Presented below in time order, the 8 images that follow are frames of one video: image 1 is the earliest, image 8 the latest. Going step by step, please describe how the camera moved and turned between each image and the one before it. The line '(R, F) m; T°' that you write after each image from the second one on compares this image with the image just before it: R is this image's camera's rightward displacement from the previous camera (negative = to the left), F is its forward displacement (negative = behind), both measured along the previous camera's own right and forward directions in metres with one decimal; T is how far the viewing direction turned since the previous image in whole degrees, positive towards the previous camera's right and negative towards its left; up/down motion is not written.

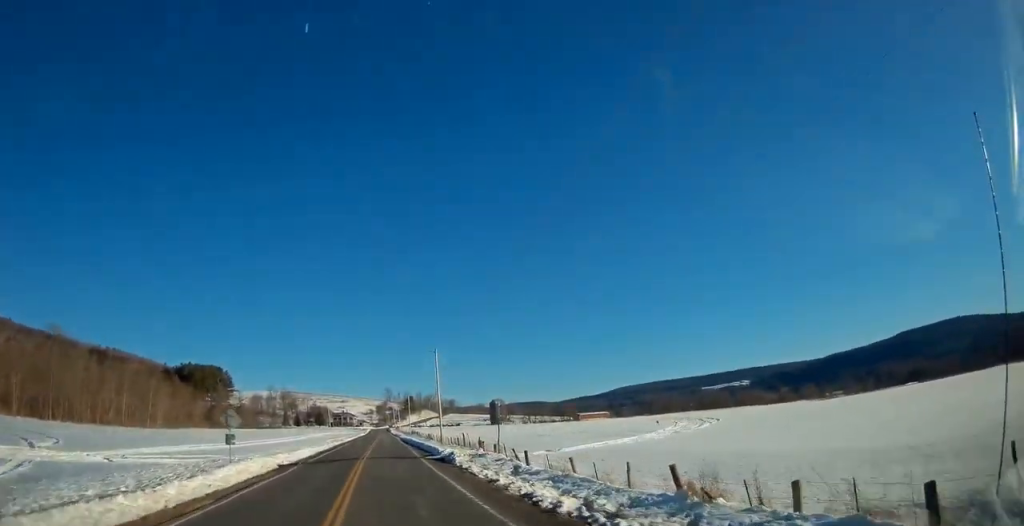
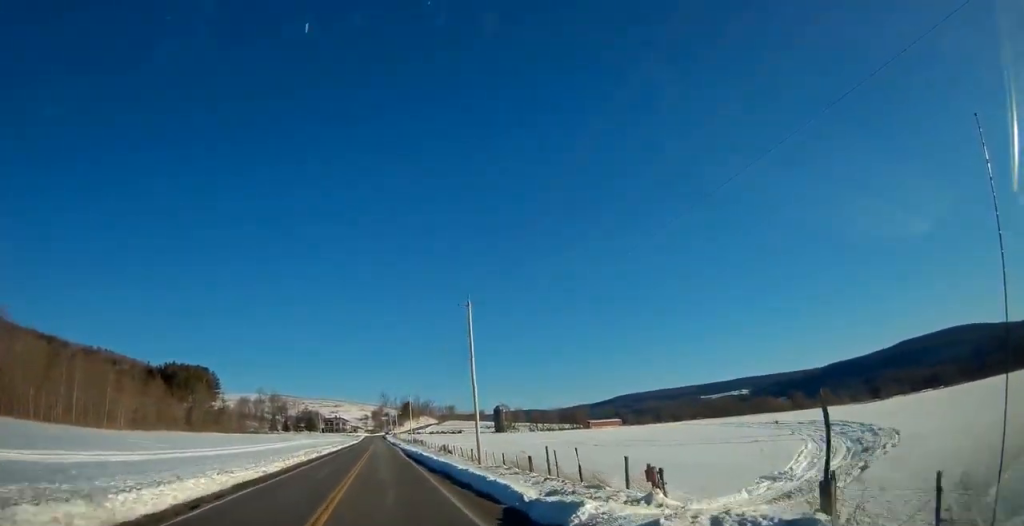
(+0.6, +25.2) m; +2°
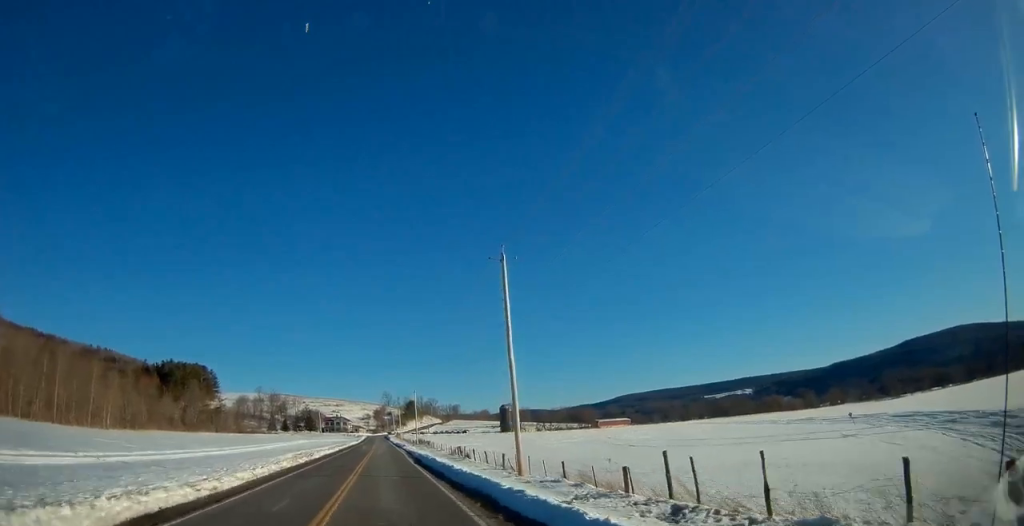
(+0.1, +9.5) m; 0°
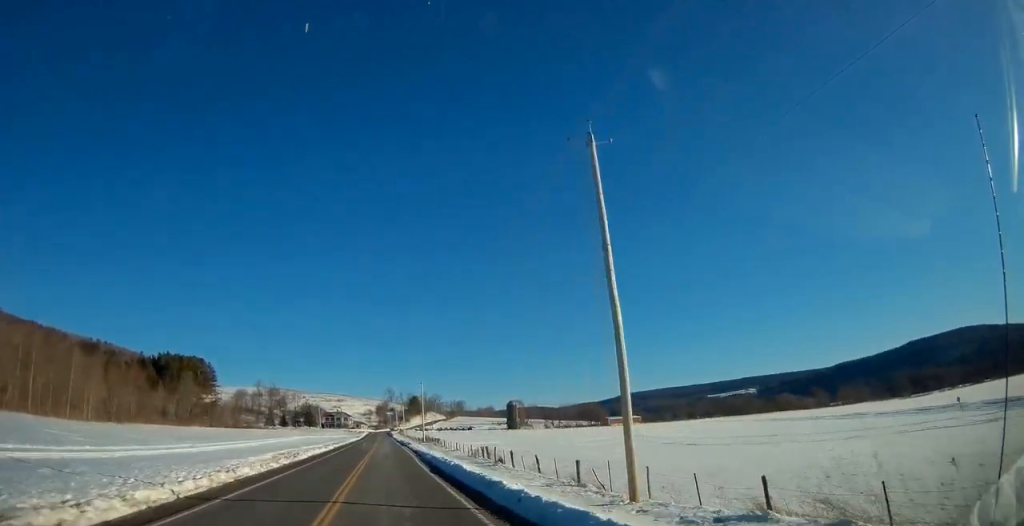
(+0.1, +11.1) m; 0°
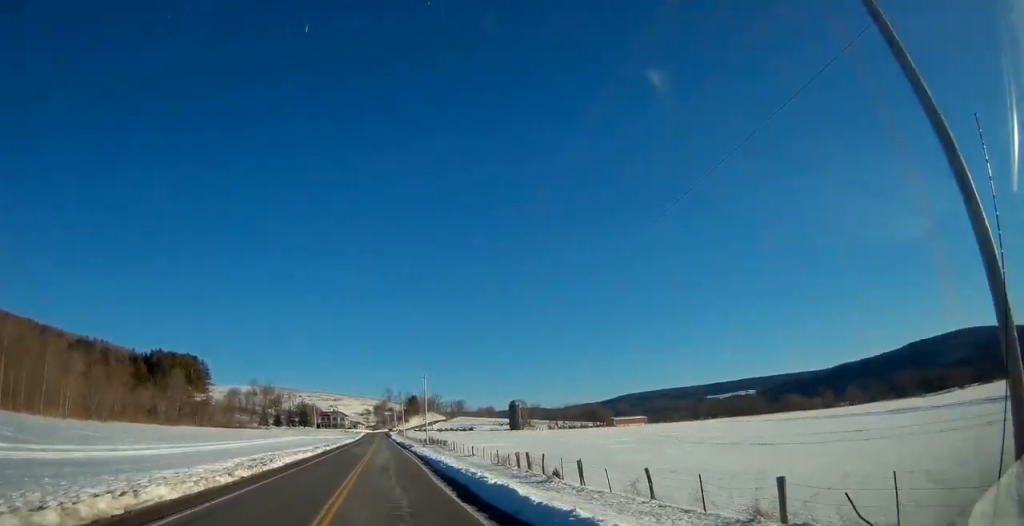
(-0.1, +10.3) m; 0°
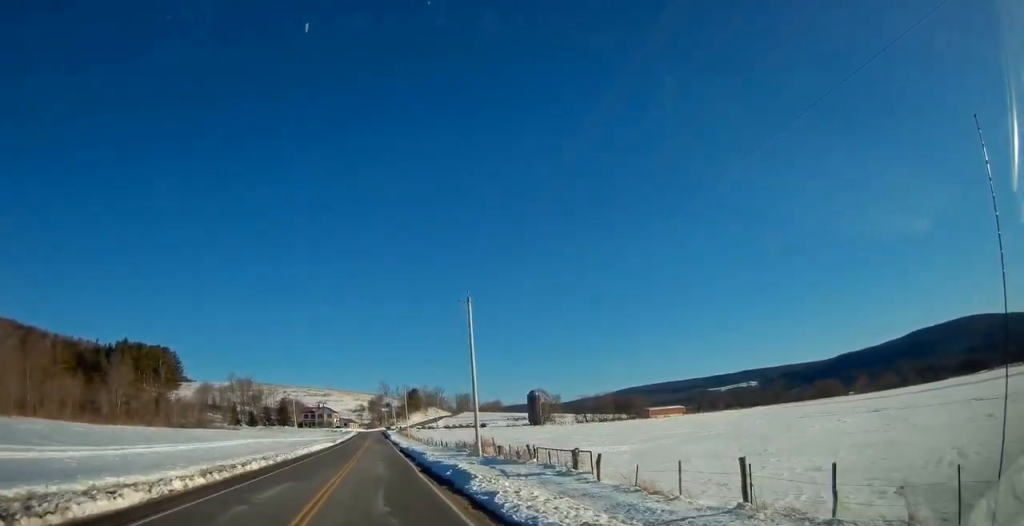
(0.0, +45.9) m; 0°
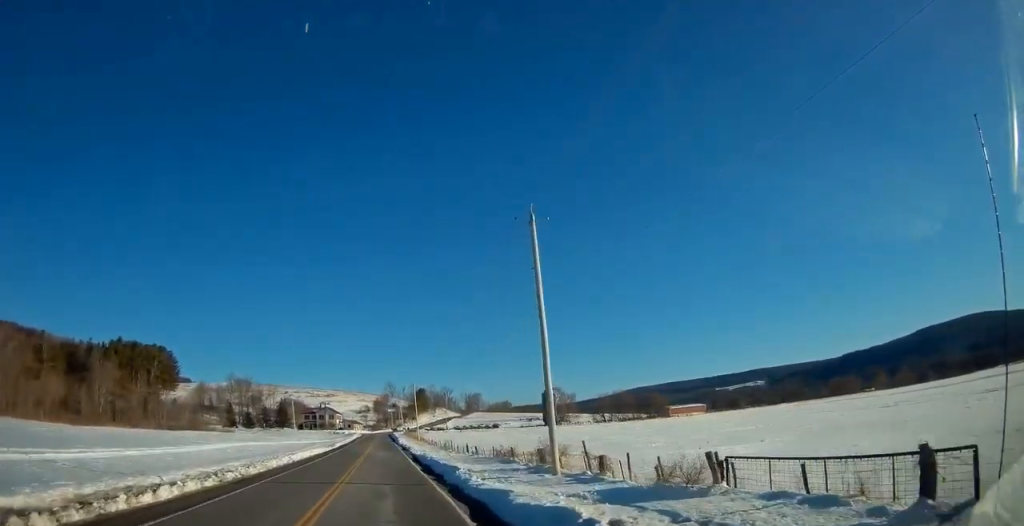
(-0.1, +14.2) m; 0°
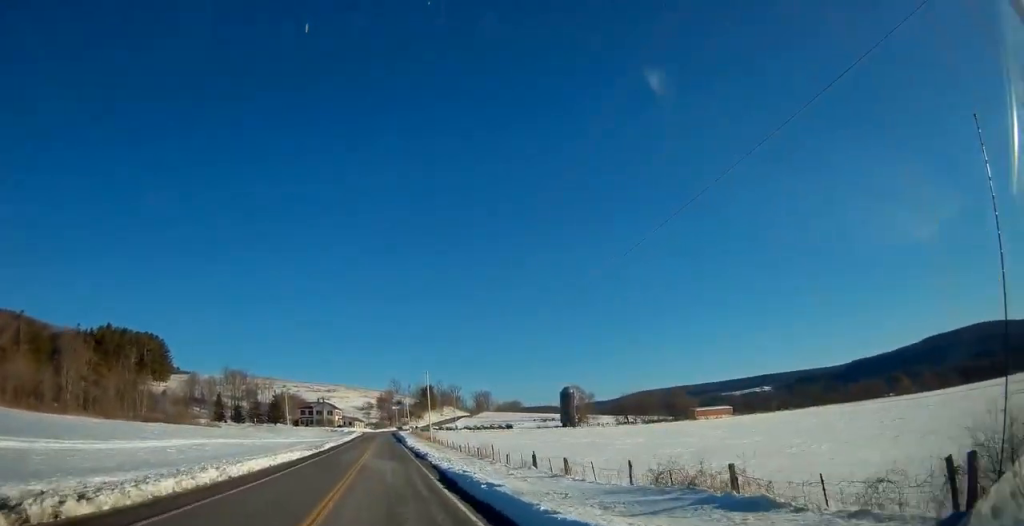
(0.0, +18.7) m; 0°
